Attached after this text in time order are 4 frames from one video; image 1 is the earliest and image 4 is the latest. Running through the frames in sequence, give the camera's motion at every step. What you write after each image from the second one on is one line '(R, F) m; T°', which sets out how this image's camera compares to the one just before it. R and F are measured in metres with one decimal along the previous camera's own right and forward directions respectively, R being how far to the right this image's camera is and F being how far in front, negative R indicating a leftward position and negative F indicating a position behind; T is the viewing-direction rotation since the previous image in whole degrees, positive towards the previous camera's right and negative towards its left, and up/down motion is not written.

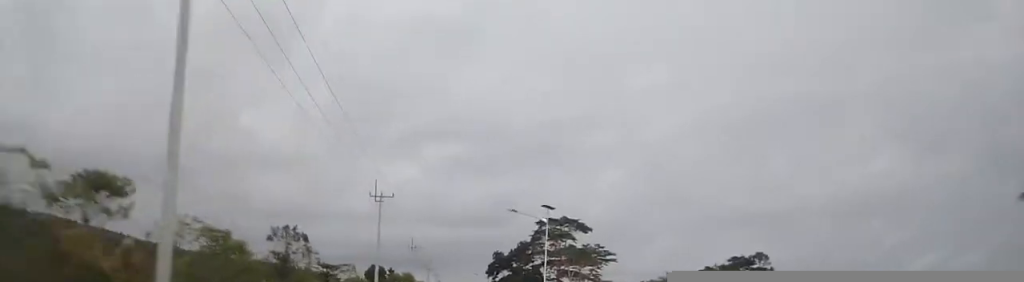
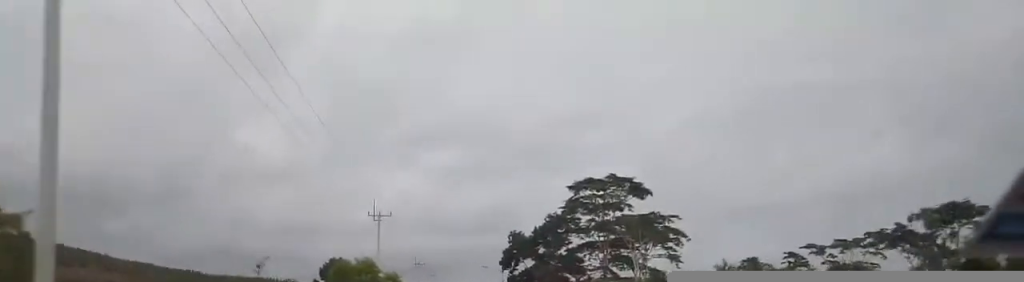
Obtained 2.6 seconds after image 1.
(-1.9, +50.4) m; -2°
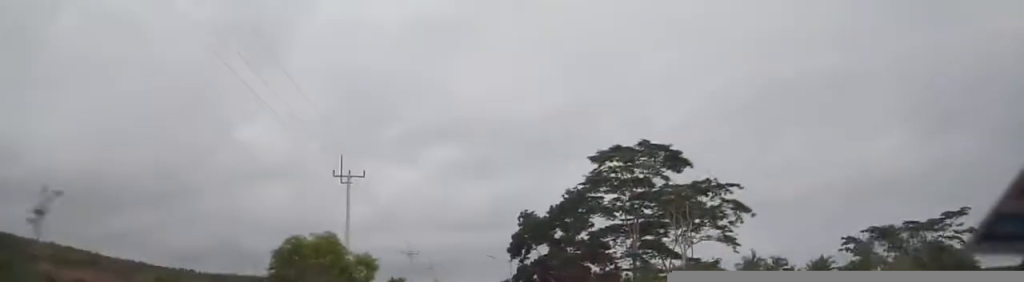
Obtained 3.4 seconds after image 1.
(0.0, +17.5) m; 0°
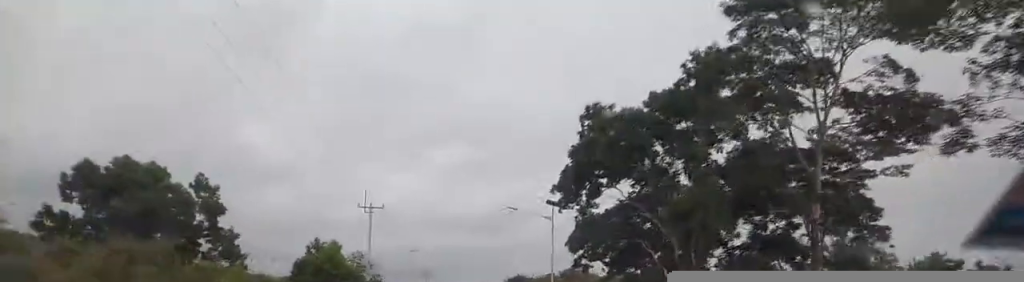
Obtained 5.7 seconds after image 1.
(+0.1, +46.3) m; 0°
